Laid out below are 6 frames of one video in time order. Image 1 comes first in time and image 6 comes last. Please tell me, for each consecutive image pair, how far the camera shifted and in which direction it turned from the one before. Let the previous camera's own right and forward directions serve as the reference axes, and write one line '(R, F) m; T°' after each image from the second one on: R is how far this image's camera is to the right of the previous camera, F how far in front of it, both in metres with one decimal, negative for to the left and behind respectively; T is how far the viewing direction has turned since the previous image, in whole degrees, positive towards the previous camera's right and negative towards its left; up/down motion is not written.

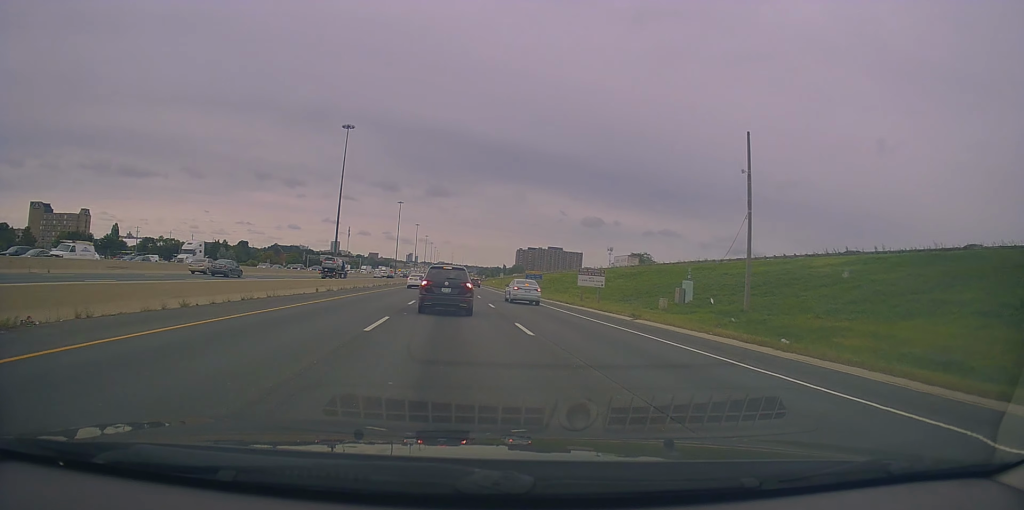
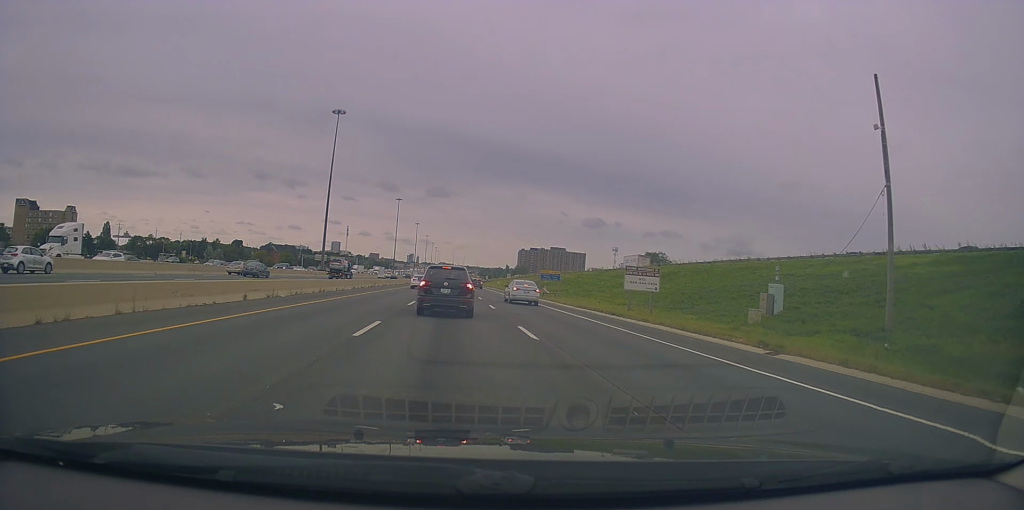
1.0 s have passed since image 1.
(+0.2, +13.1) m; 0°
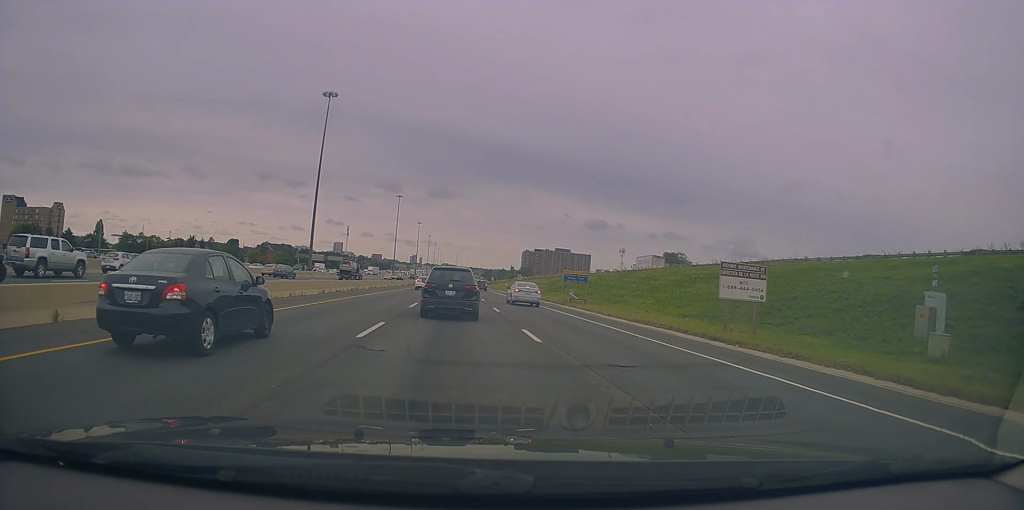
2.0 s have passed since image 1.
(-0.1, +12.4) m; 0°
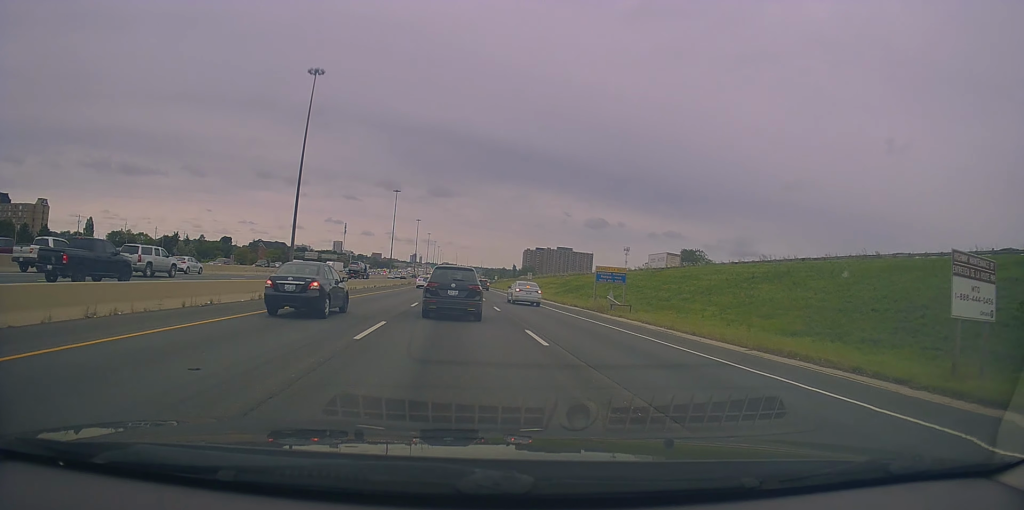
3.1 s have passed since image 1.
(+0.1, +12.1) m; 0°
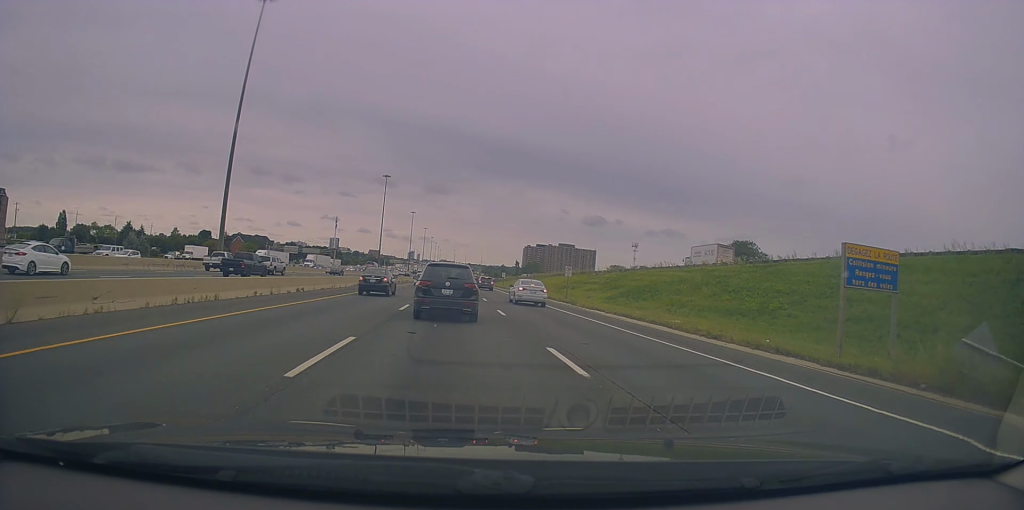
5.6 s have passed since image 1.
(-1.0, +28.7) m; 0°
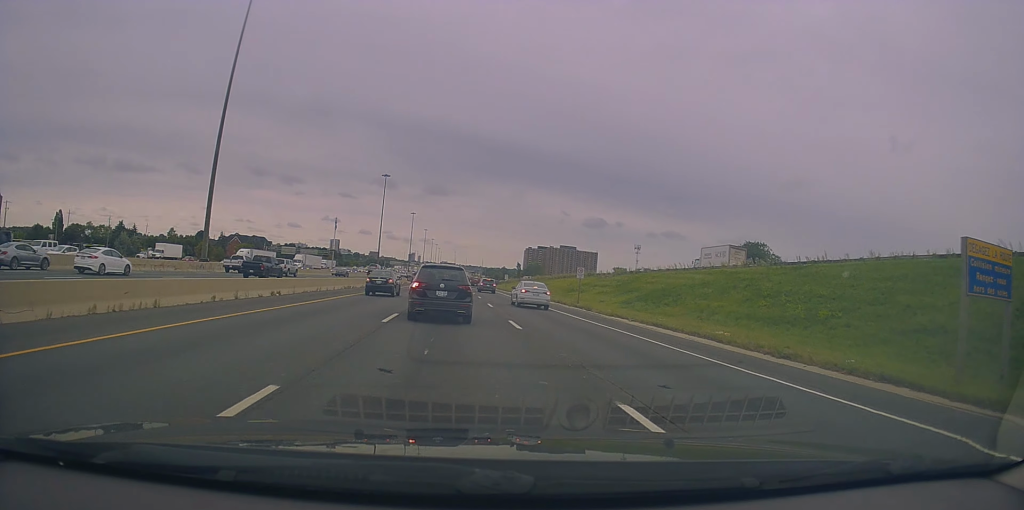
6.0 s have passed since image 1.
(+0.2, +4.8) m; 0°
